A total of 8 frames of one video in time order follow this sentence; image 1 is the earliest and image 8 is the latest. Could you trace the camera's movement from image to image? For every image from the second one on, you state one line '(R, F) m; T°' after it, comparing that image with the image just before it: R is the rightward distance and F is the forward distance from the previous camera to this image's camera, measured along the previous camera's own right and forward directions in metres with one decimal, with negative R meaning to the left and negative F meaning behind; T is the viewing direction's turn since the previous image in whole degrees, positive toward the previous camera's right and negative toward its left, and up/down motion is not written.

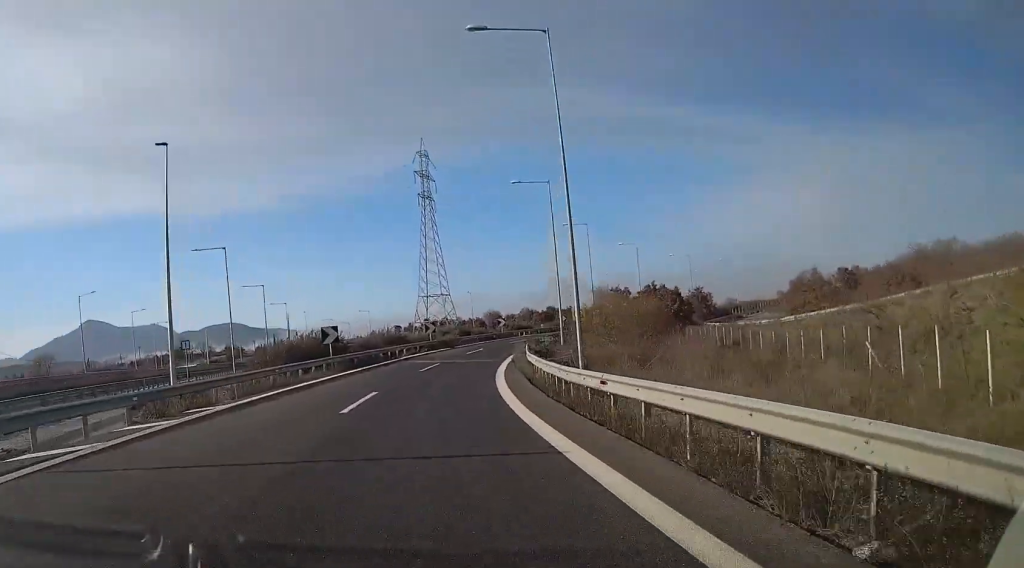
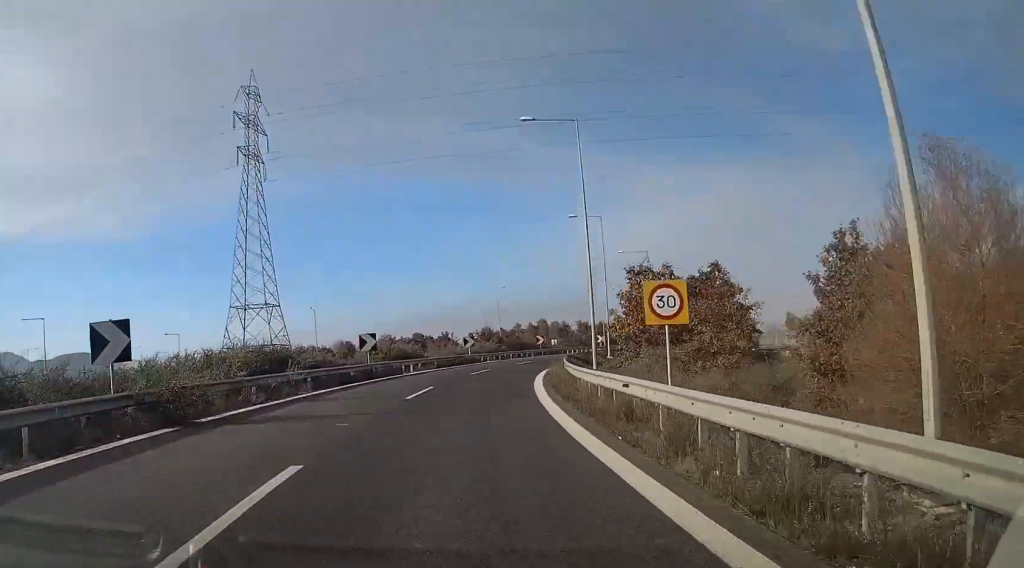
(+4.9, +48.8) m; +12°
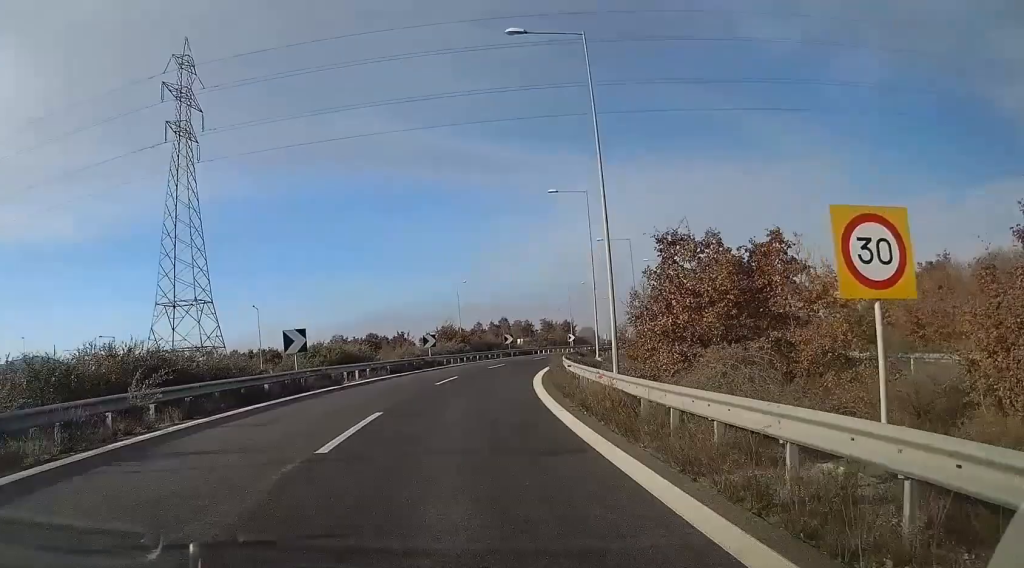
(+0.3, +10.7) m; +3°
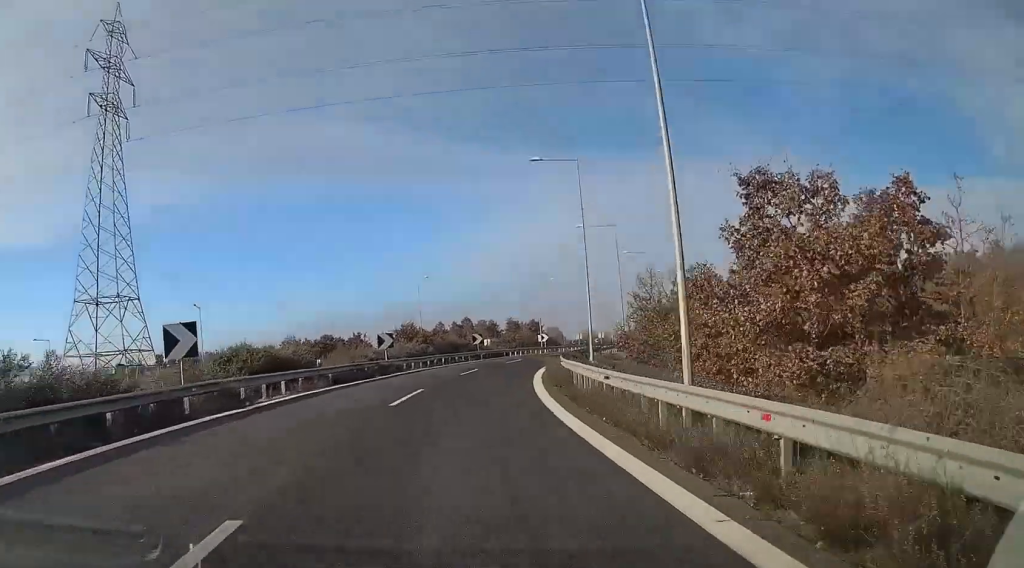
(+0.1, +9.8) m; +3°
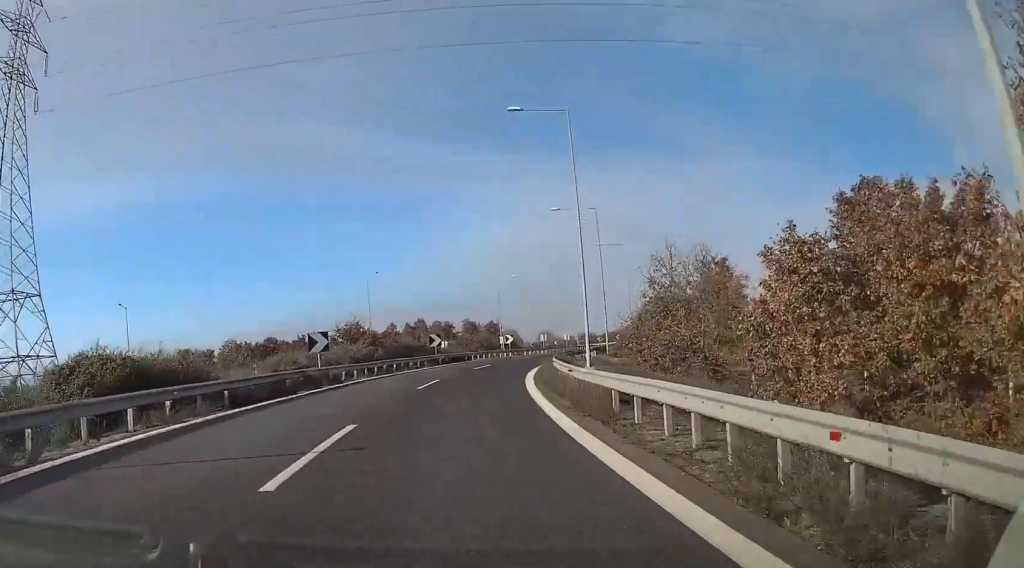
(+0.4, +10.3) m; +4°
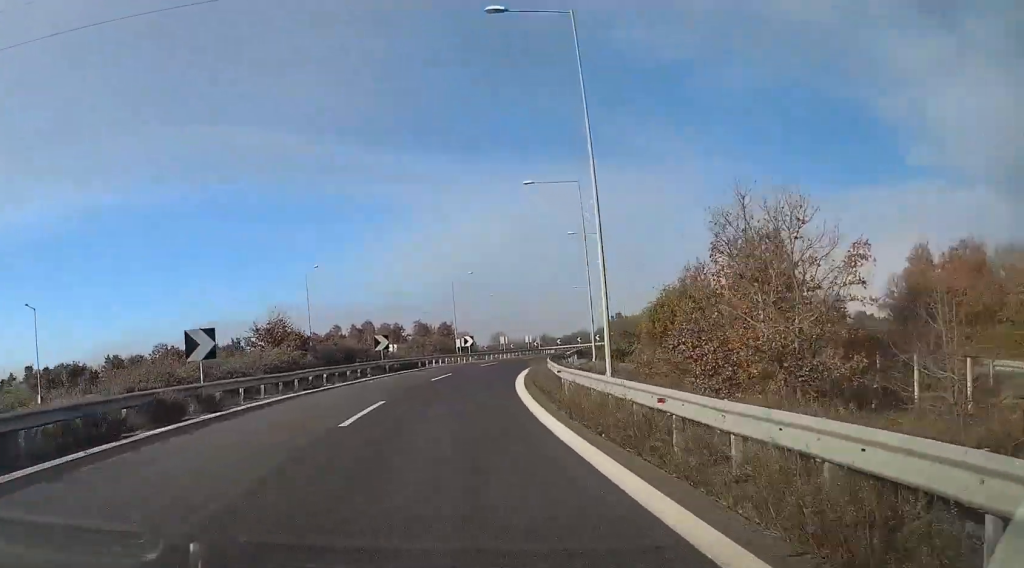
(+0.2, +11.4) m; +4°
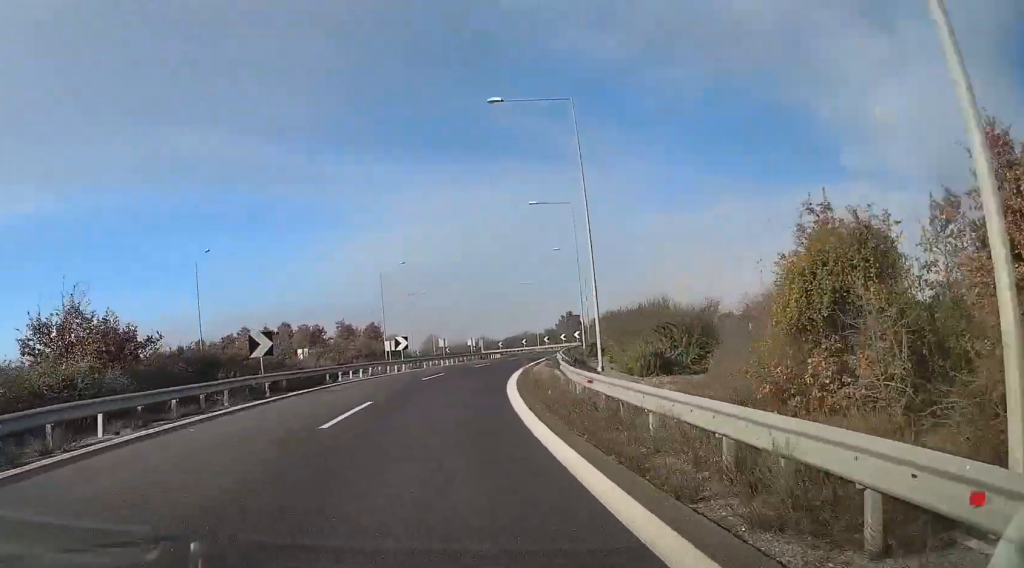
(+1.0, +18.0) m; +6°
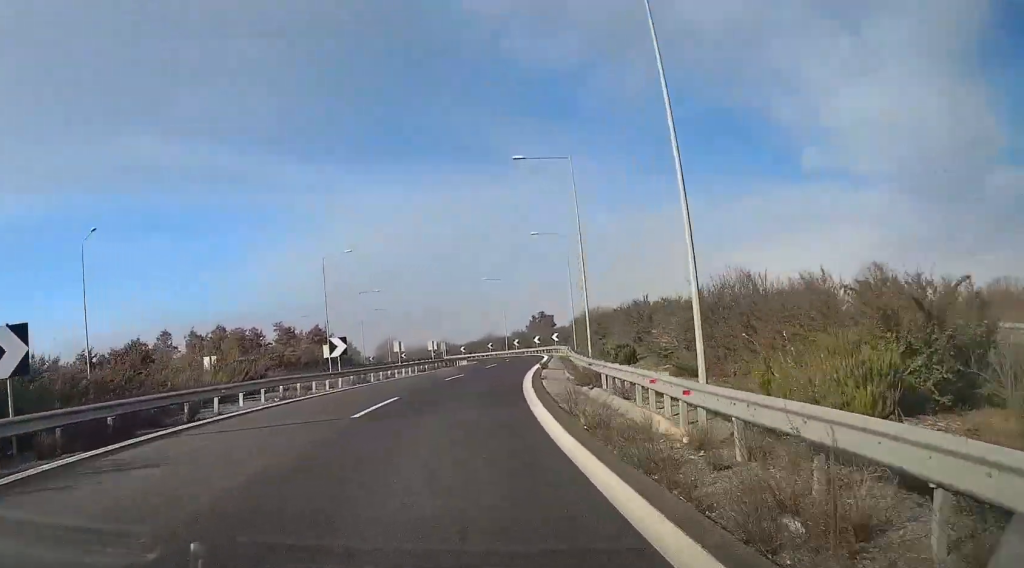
(+0.7, +15.5) m; +4°
